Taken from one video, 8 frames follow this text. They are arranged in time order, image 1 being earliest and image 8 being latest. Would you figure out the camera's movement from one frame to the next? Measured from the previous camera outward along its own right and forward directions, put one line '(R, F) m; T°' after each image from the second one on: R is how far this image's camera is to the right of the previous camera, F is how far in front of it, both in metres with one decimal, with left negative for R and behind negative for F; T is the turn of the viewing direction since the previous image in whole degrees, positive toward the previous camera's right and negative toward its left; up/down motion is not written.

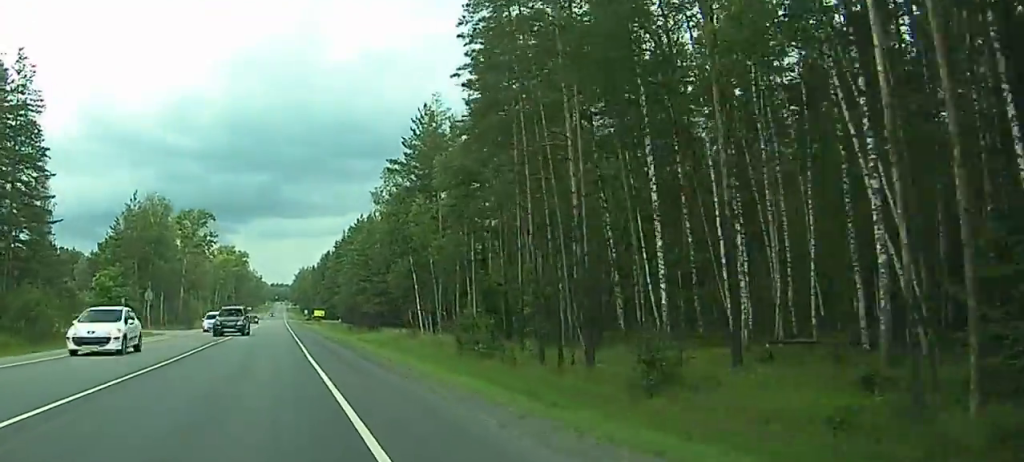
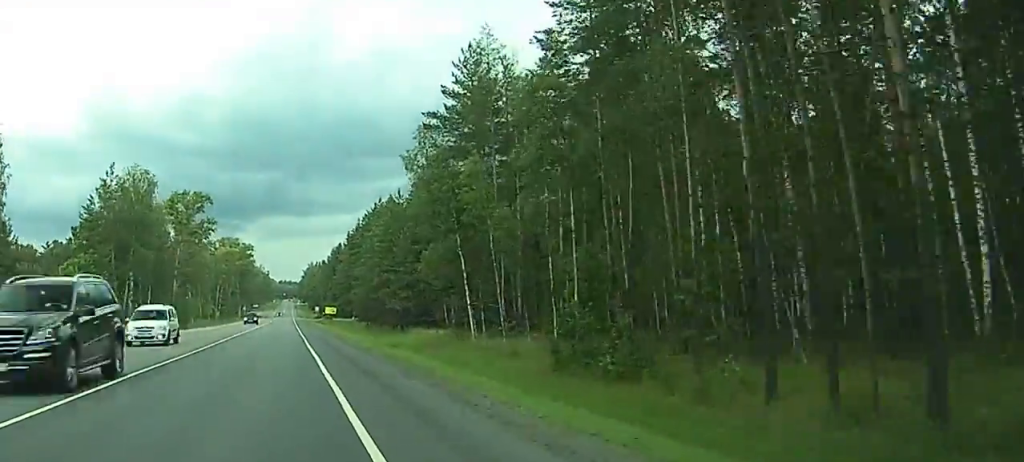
(0.0, +19.5) m; 0°
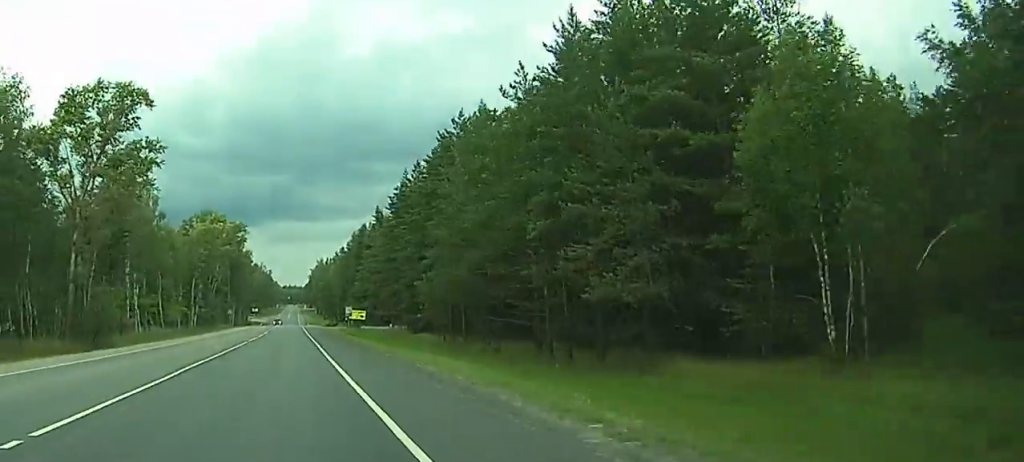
(+0.5, +64.2) m; +1°
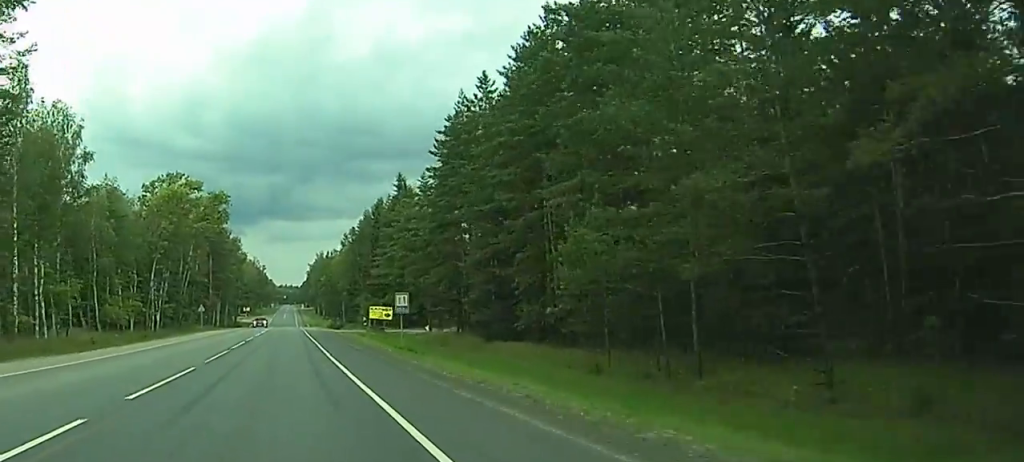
(0.0, +38.9) m; 0°
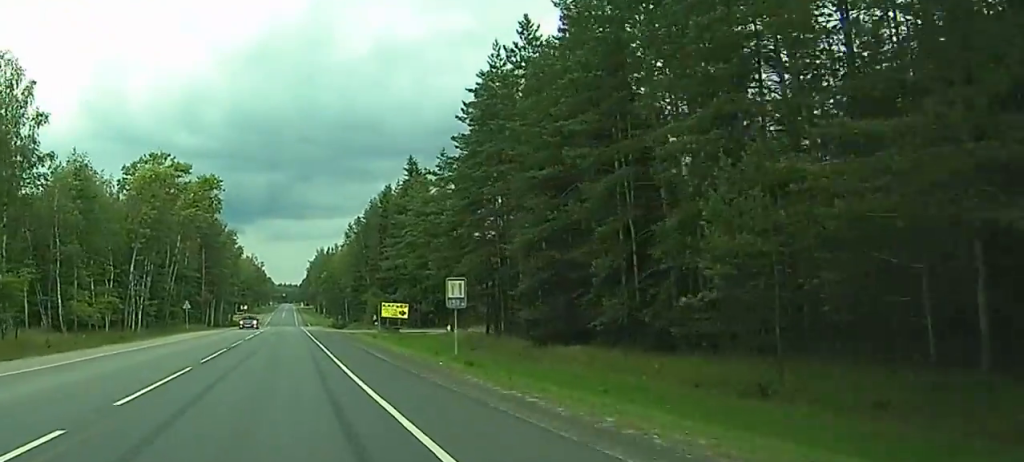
(0.0, +13.1) m; 0°
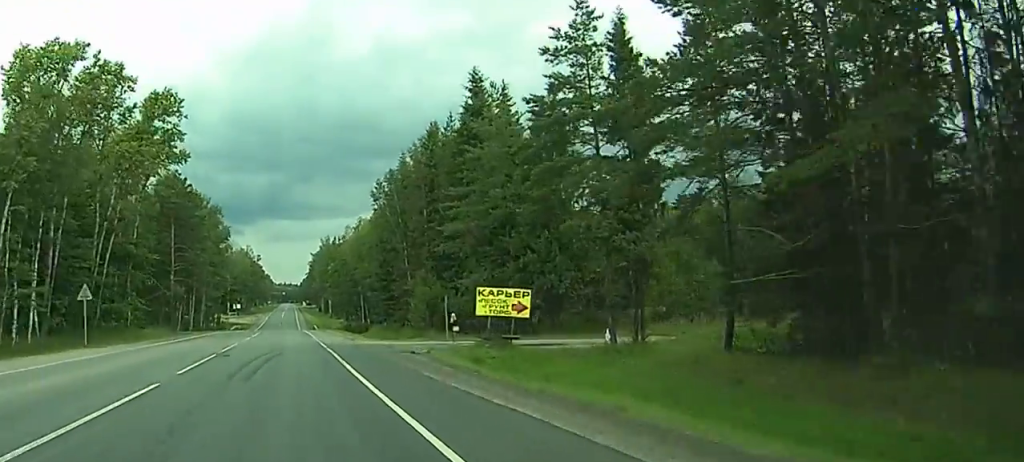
(-0.1, +41.2) m; 0°
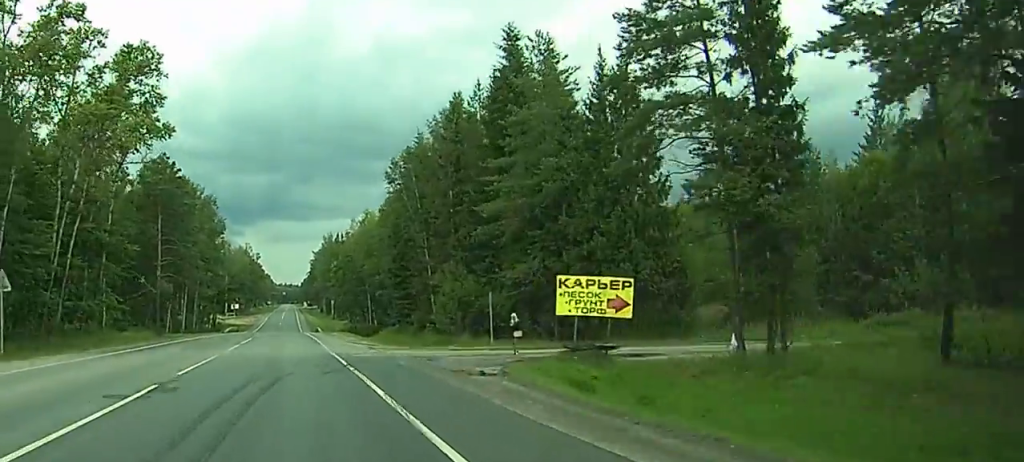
(0.0, +12.1) m; 0°
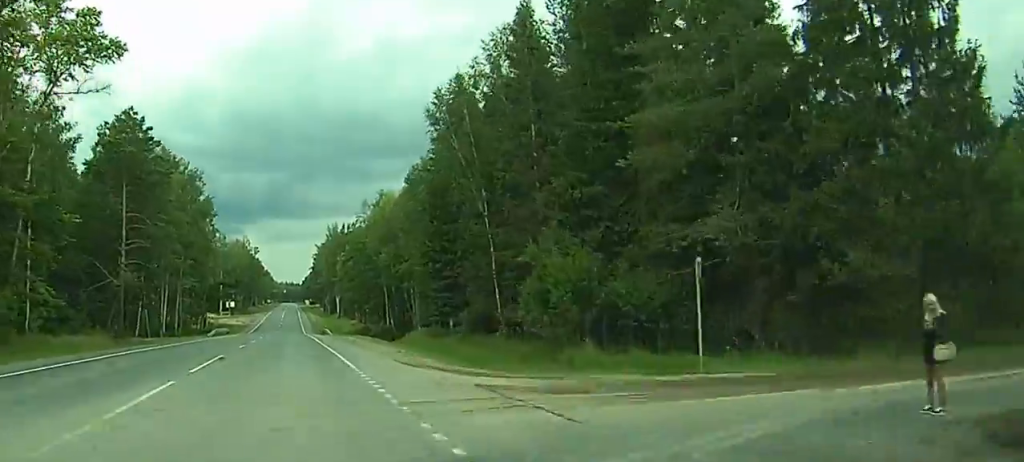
(+0.2, +22.2) m; -1°
